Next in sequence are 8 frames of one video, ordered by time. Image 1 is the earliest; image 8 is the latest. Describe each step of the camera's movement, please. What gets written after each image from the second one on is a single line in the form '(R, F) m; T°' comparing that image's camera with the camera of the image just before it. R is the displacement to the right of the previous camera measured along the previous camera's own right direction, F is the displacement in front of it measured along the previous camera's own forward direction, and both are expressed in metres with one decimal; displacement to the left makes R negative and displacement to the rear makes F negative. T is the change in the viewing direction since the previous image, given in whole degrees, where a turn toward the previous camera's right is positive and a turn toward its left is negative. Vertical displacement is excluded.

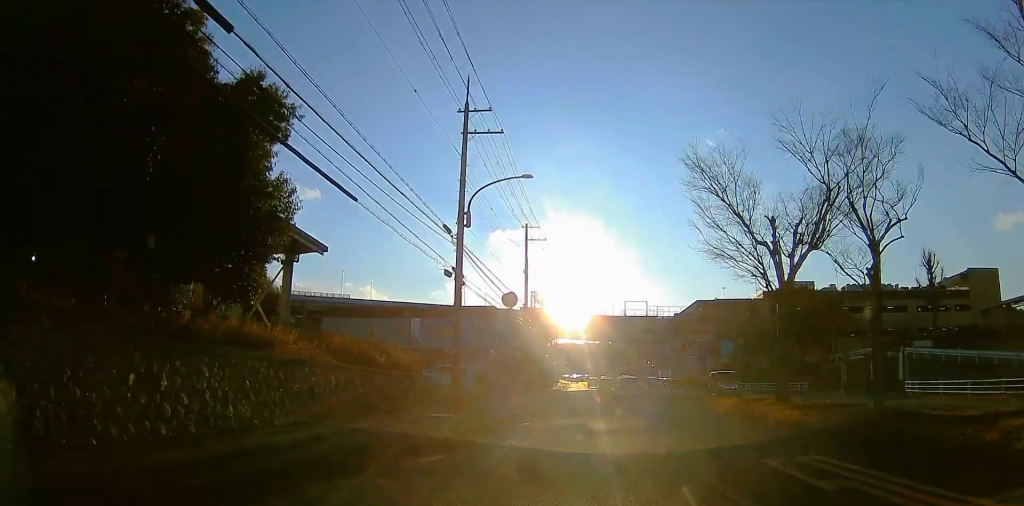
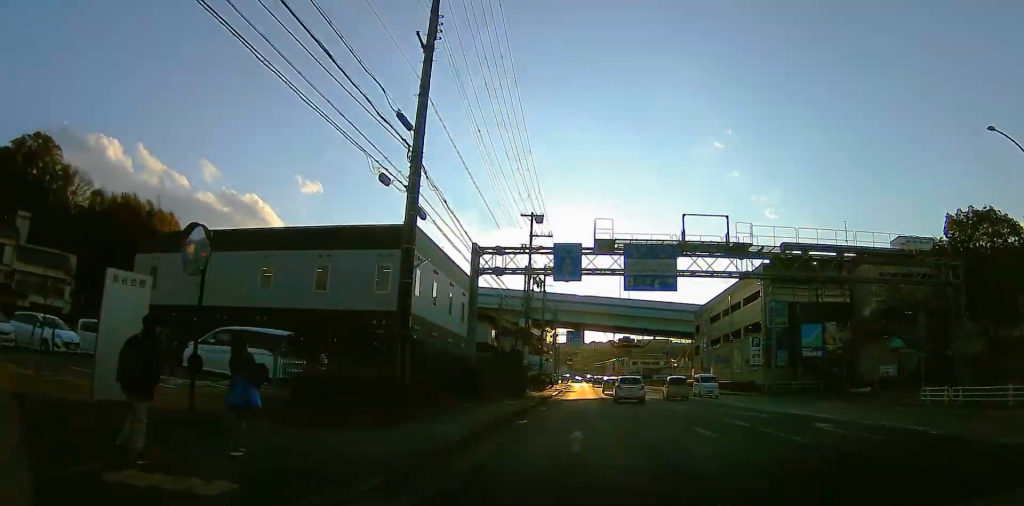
(+1.0, +32.9) m; +1°
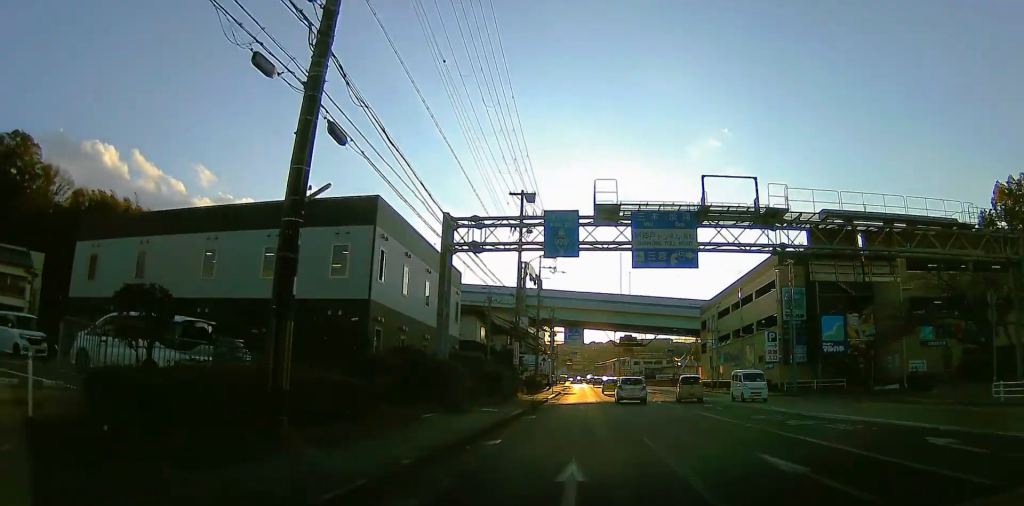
(+0.1, +5.8) m; -1°
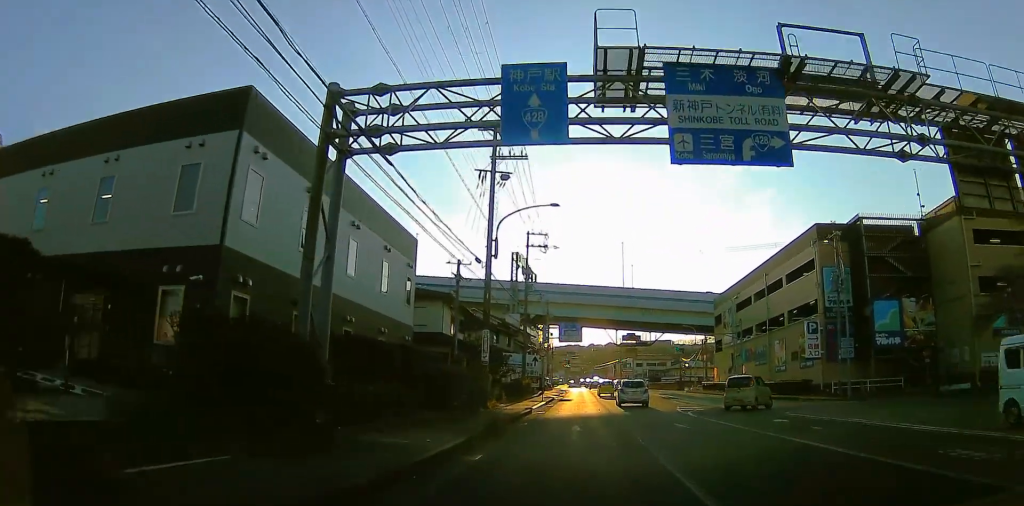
(-0.3, +11.4) m; -2°
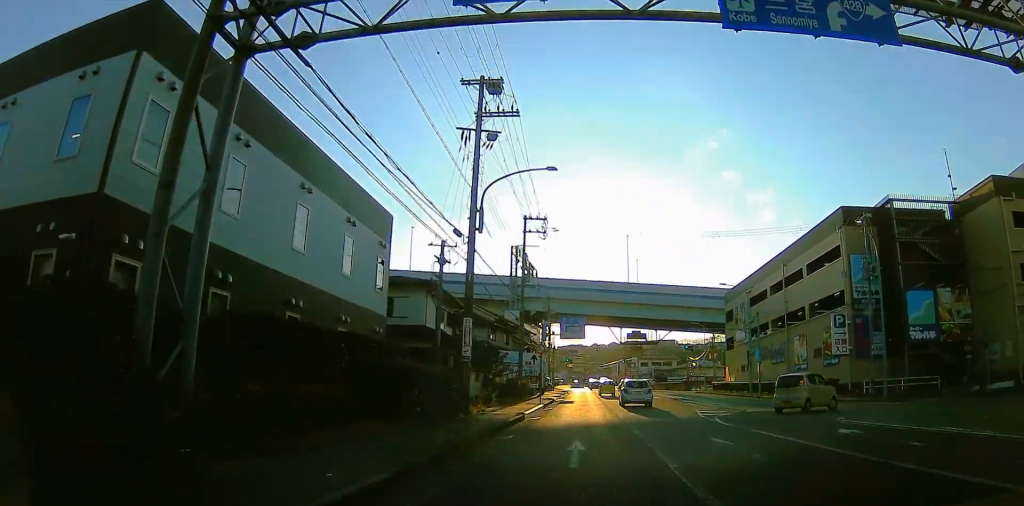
(0.0, +4.8) m; +1°
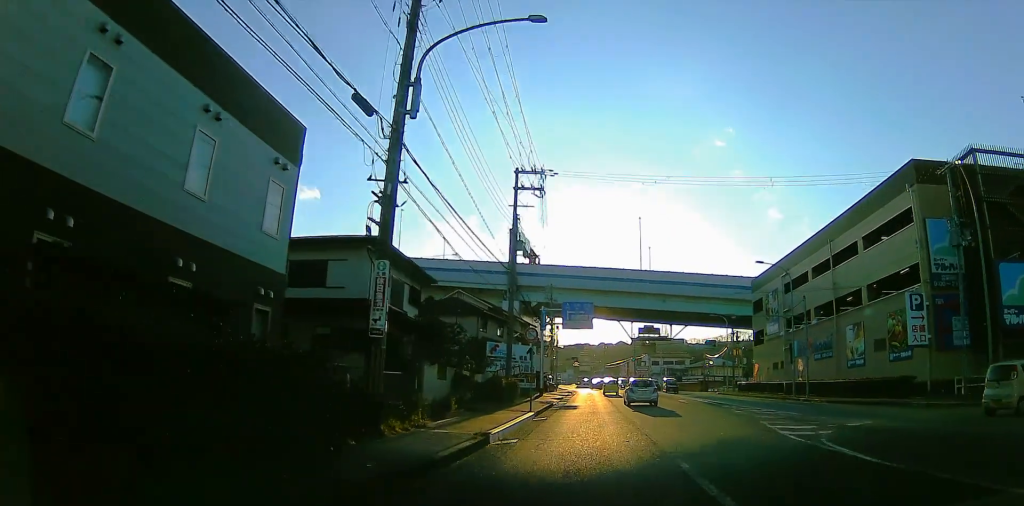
(+0.1, +10.1) m; 0°
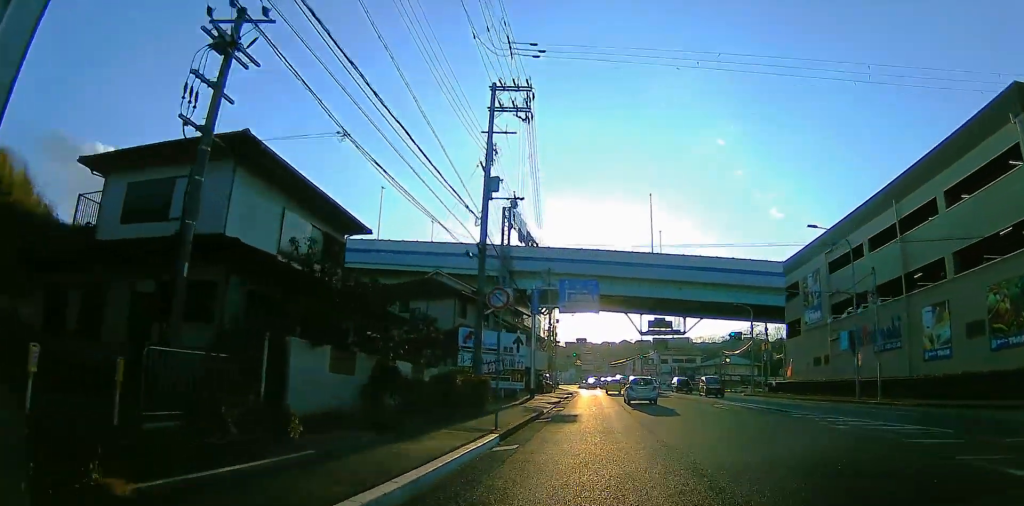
(0.0, +10.6) m; -1°
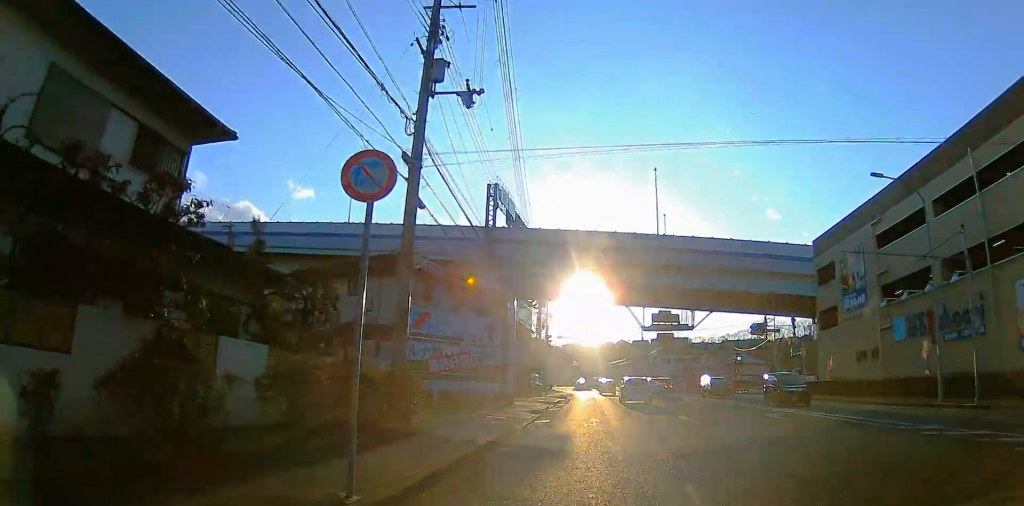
(-0.3, +9.1) m; -1°
